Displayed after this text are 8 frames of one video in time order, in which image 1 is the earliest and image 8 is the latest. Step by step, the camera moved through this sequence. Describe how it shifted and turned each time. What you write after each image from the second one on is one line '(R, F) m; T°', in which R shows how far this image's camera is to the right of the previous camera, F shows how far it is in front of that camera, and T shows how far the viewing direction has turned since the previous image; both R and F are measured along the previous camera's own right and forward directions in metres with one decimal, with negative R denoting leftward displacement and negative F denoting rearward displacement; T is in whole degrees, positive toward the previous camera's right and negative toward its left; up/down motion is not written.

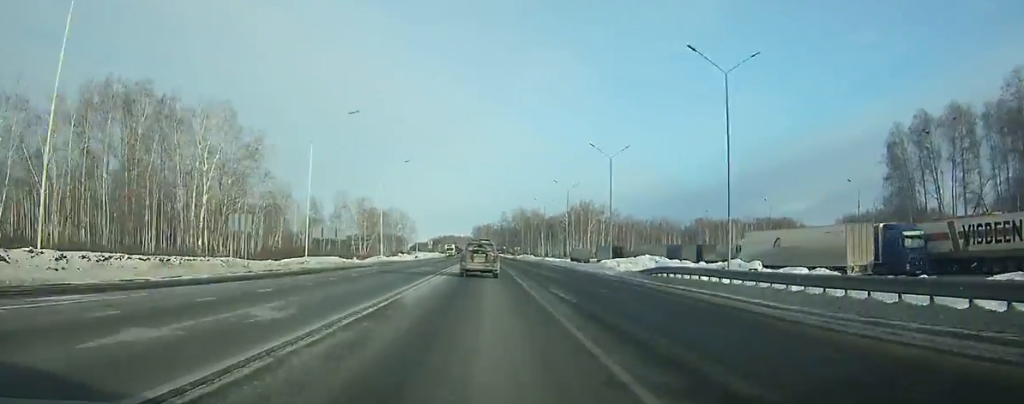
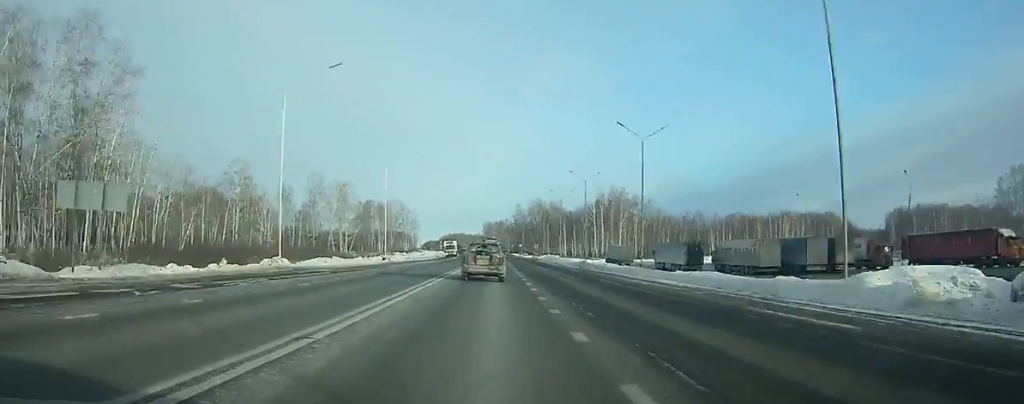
(-0.4, +40.9) m; -1°
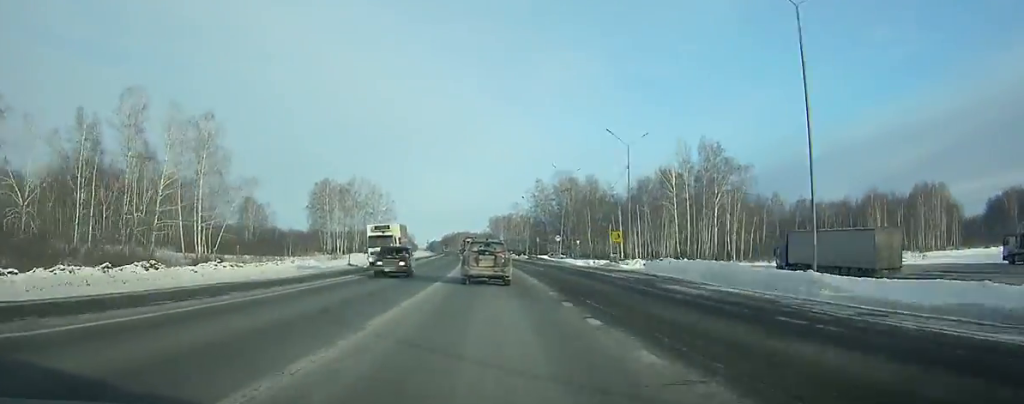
(-0.9, +85.5) m; -1°
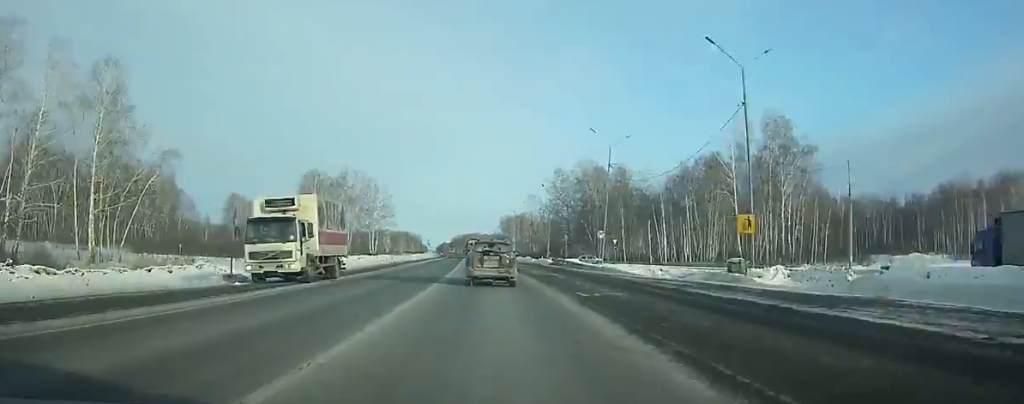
(-0.1, +25.3) m; -1°
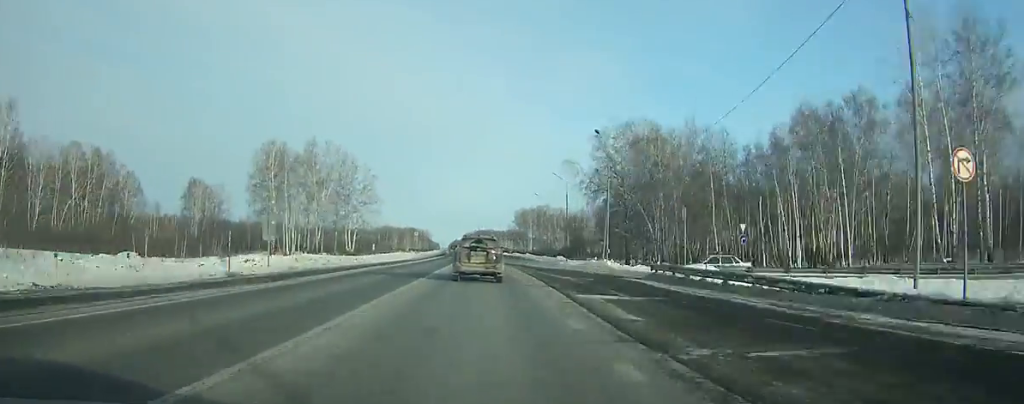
(-0.4, +42.8) m; -1°
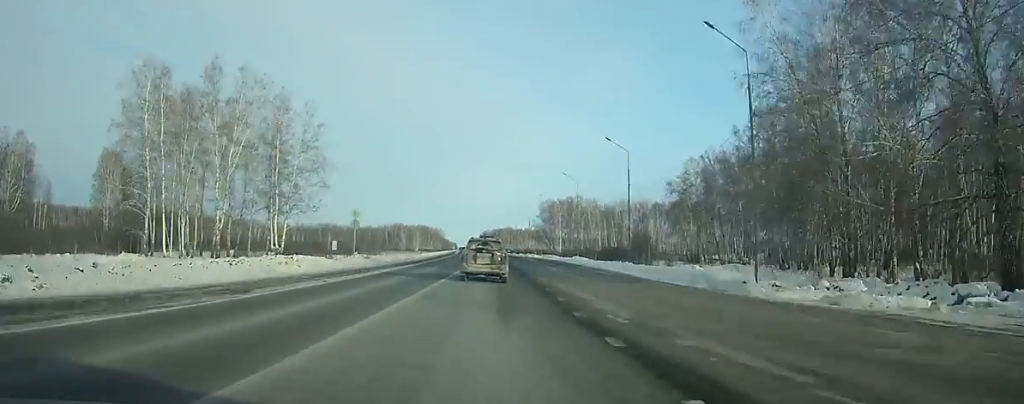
(-1.0, +58.8) m; -1°
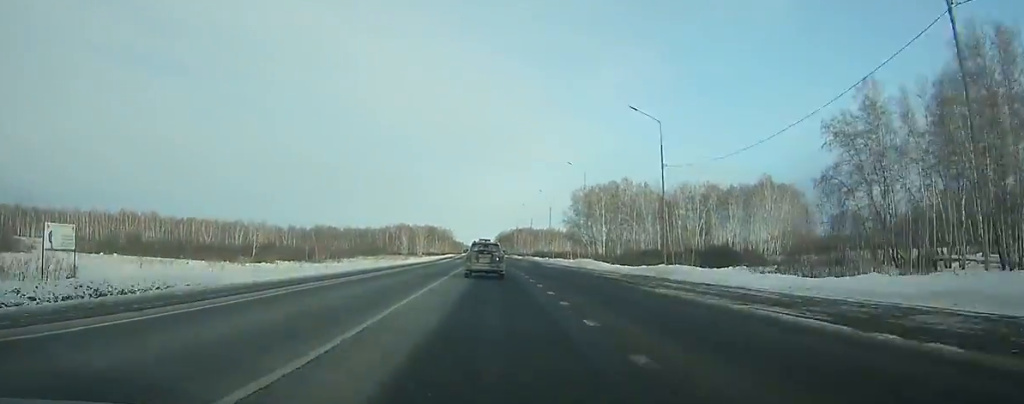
(-0.5, +76.1) m; -2°
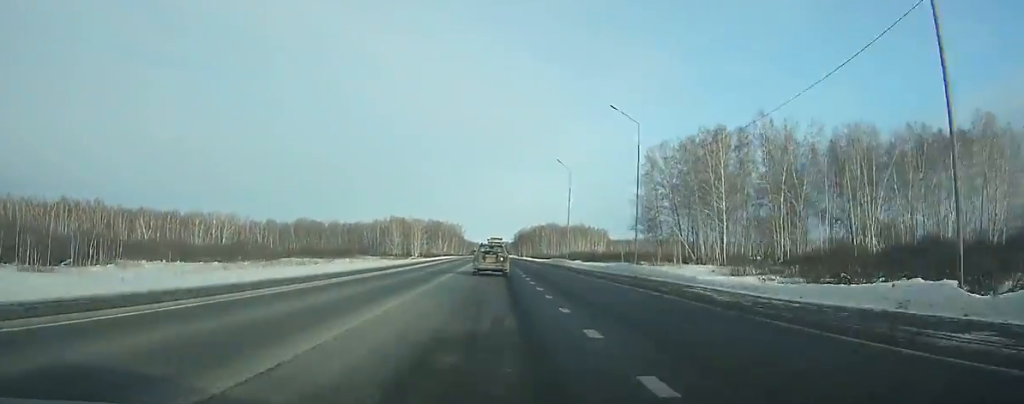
(-2.1, +93.4) m; -2°
